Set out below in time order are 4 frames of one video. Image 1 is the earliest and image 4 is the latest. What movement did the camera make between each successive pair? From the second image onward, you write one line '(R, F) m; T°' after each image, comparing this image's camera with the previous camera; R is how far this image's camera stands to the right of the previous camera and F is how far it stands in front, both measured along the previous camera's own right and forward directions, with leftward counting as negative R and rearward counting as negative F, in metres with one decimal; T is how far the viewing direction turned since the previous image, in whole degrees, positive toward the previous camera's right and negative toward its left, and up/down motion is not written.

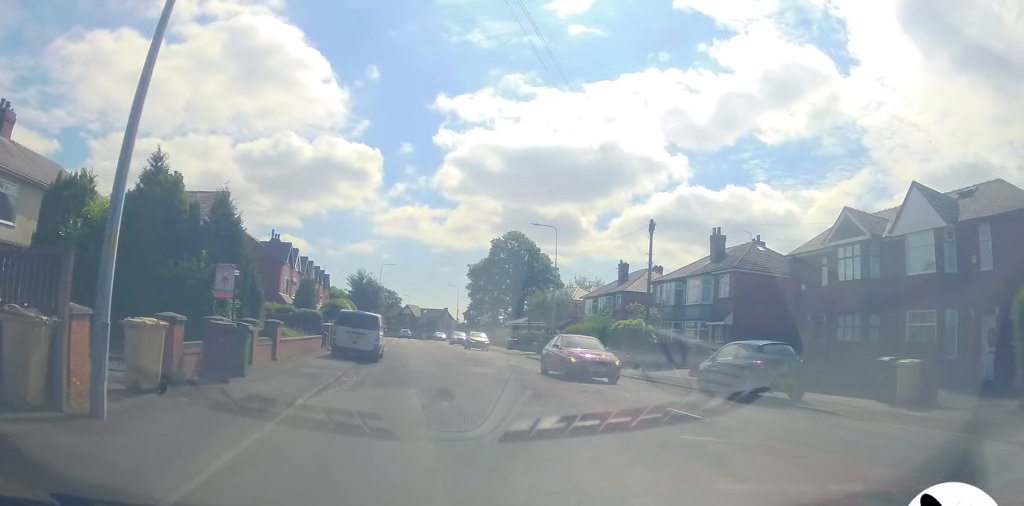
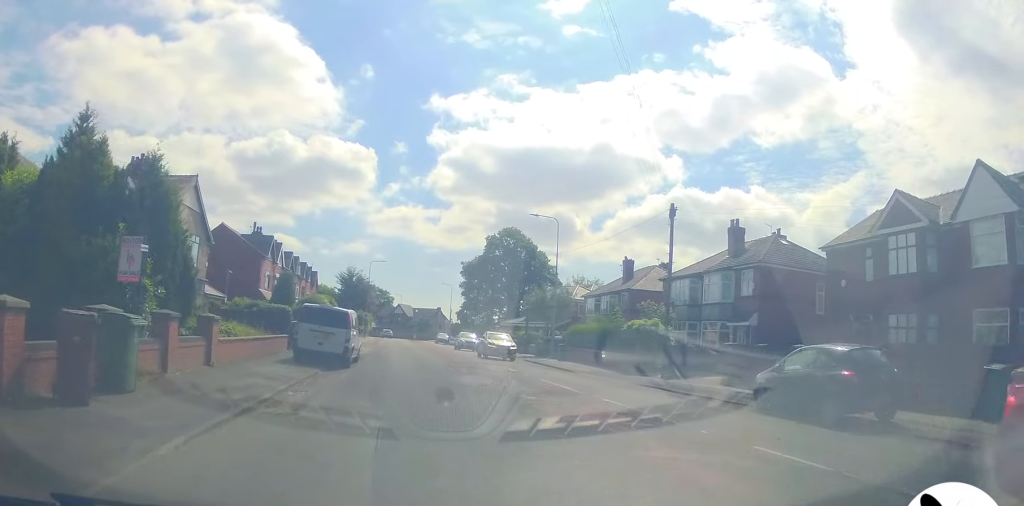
(+0.1, +2.2) m; +1°
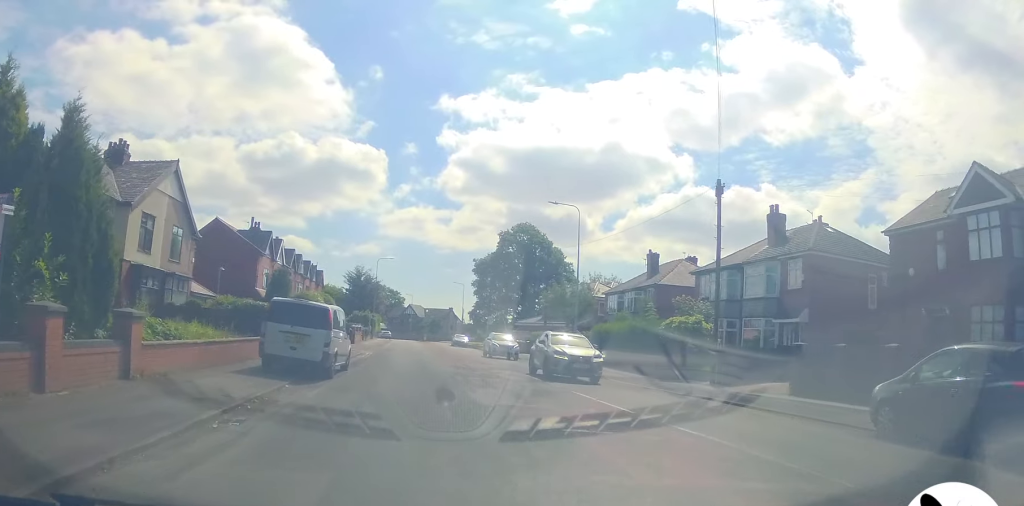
(0.0, +3.3) m; -3°
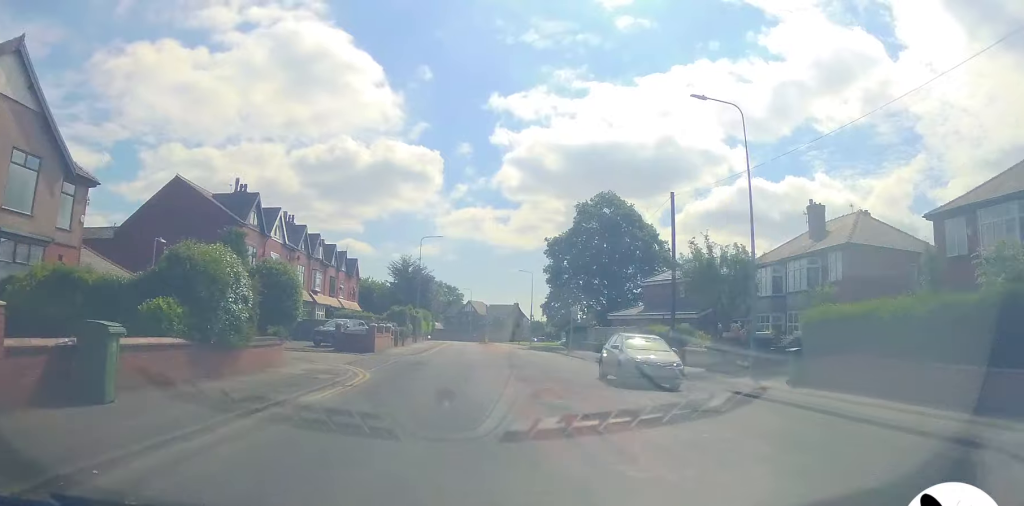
(-1.9, +16.2) m; -6°
